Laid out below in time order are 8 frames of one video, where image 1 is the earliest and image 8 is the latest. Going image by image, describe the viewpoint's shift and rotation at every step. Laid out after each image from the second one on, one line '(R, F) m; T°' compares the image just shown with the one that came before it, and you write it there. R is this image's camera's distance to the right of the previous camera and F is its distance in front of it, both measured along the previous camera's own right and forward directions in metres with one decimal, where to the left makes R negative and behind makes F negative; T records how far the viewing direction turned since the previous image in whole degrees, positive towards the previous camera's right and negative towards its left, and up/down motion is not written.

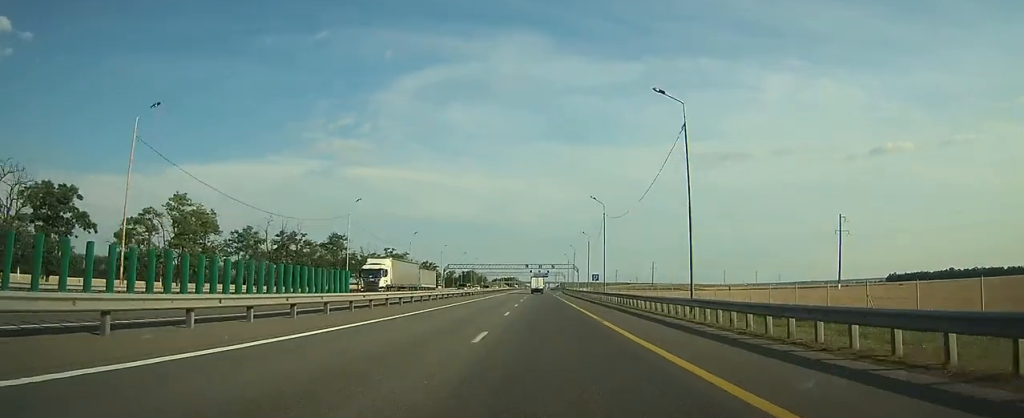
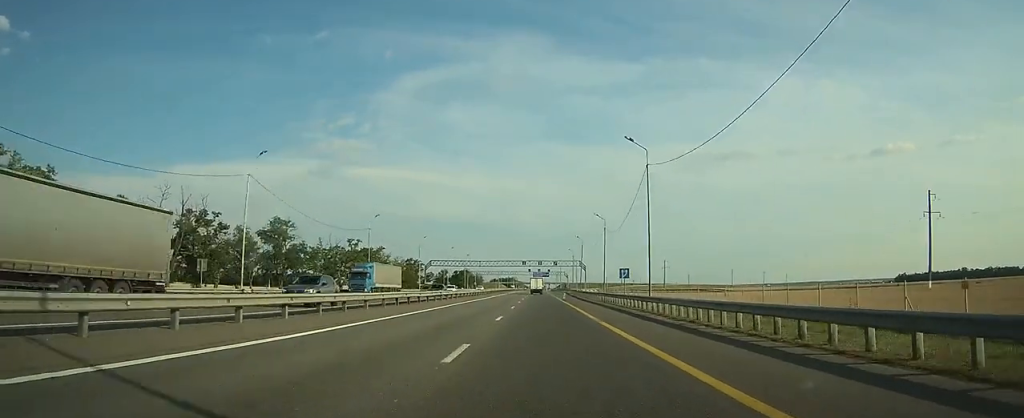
(-0.1, +27.1) m; 0°
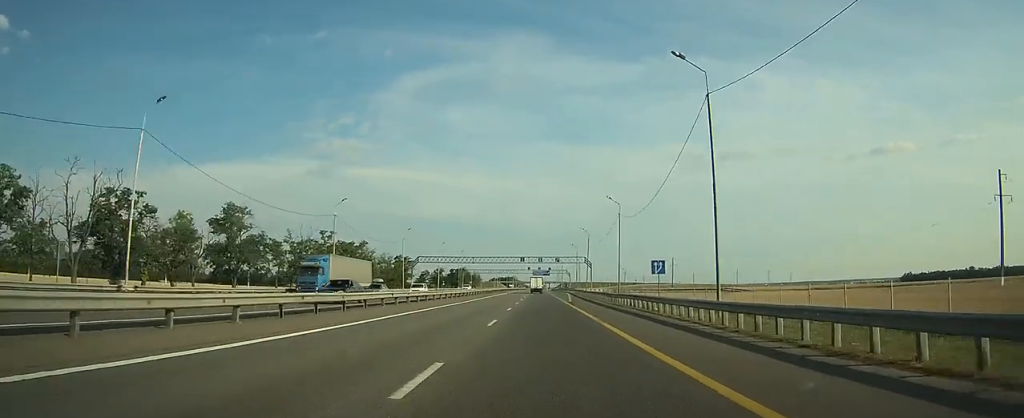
(0.0, +14.9) m; 0°
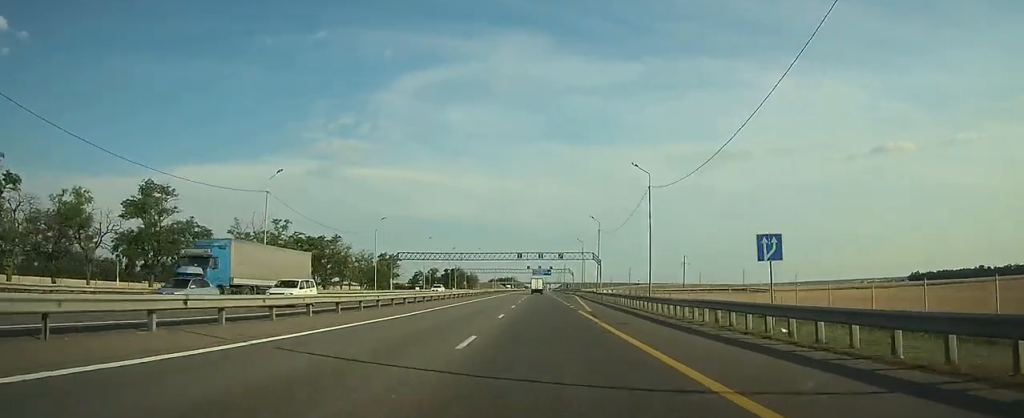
(0.0, +18.5) m; 0°
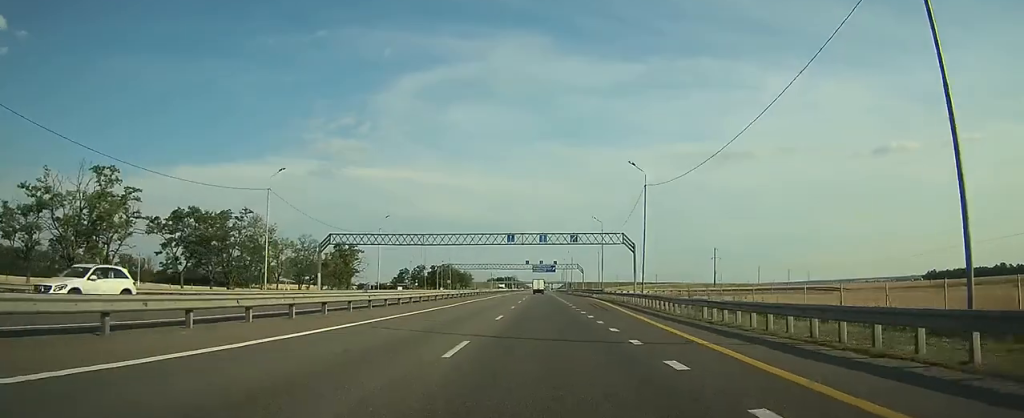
(0.0, +37.2) m; 0°
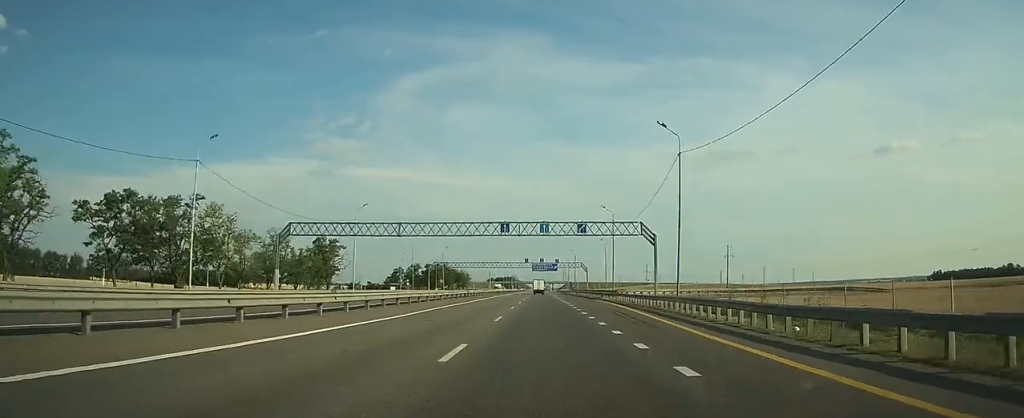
(0.0, +12.5) m; 0°
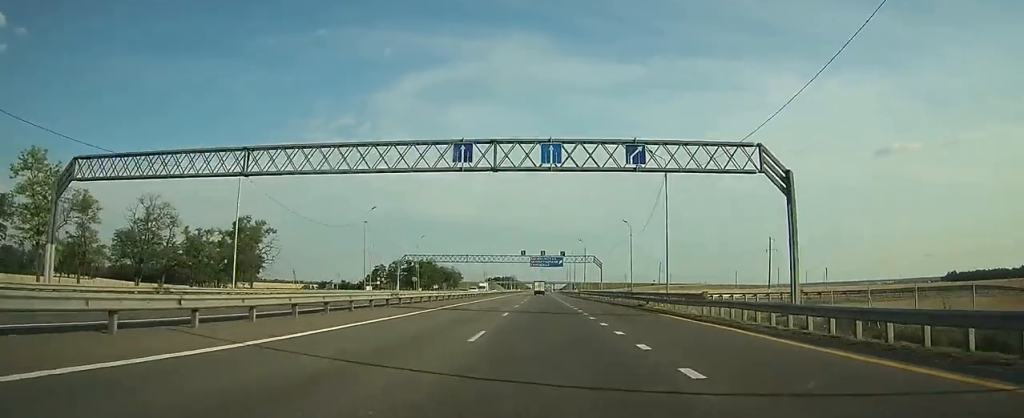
(+0.1, +32.1) m; 0°
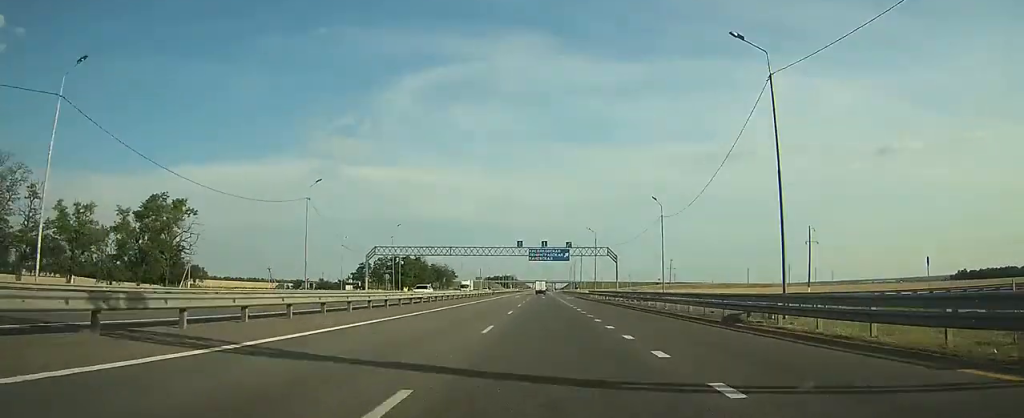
(+0.1, +21.4) m; 0°
